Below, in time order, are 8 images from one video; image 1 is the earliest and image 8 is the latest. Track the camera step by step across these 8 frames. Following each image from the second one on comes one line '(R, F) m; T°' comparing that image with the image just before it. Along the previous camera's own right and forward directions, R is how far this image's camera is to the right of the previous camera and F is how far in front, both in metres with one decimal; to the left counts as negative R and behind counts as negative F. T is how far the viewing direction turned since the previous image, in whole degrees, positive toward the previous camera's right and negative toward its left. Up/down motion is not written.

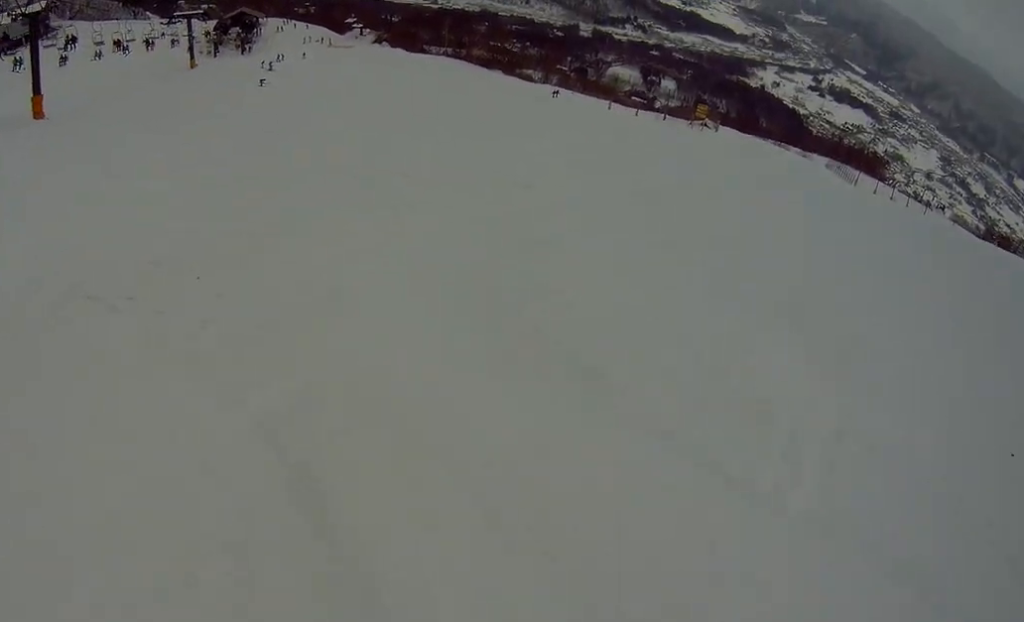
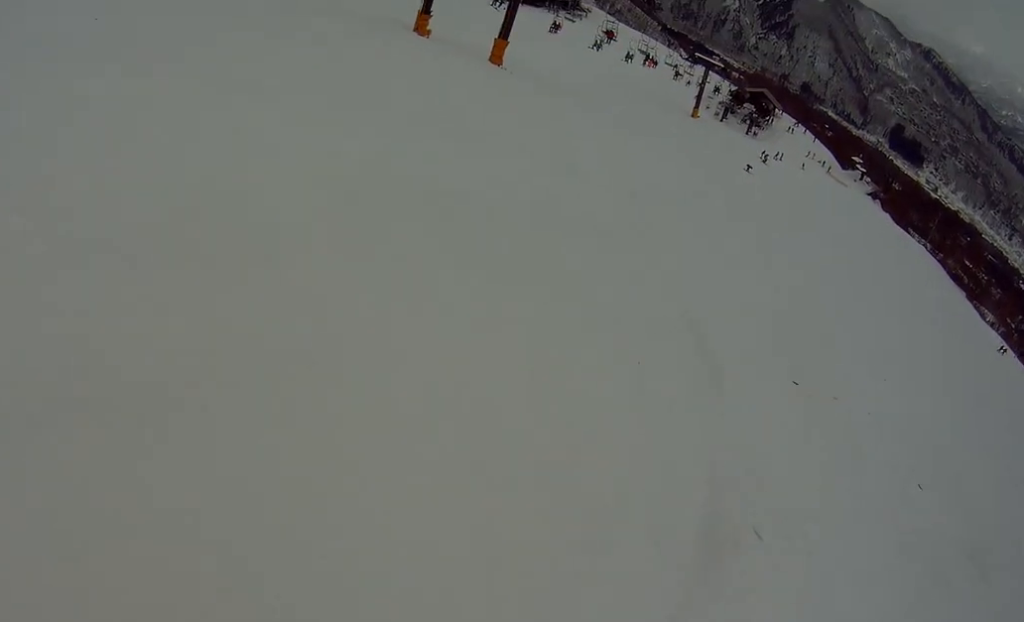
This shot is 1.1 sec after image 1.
(-0.6, +6.1) m; 0°
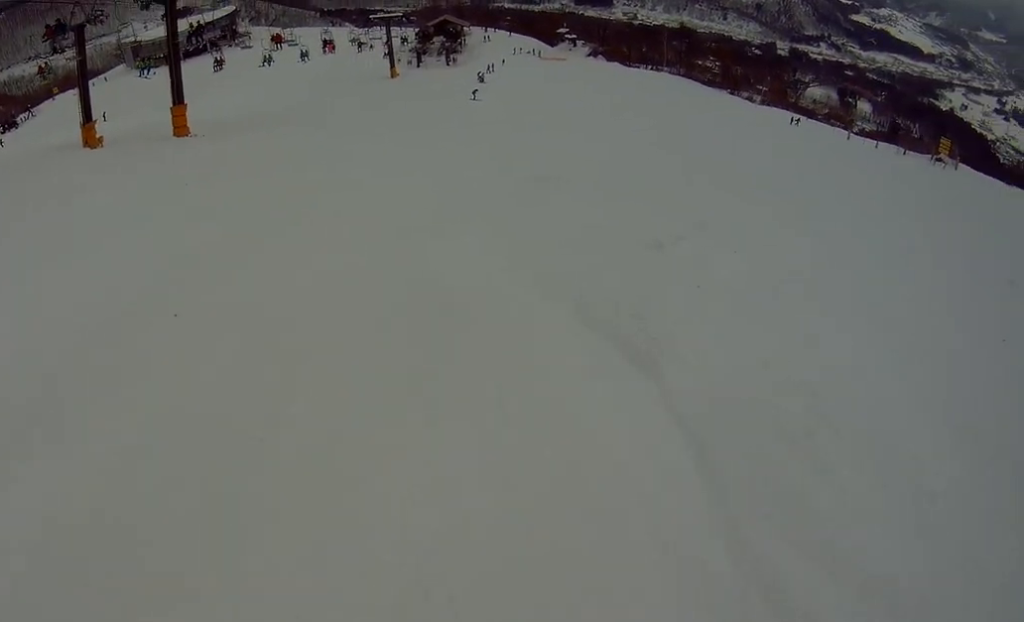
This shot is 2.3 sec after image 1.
(+0.7, +6.6) m; +16°
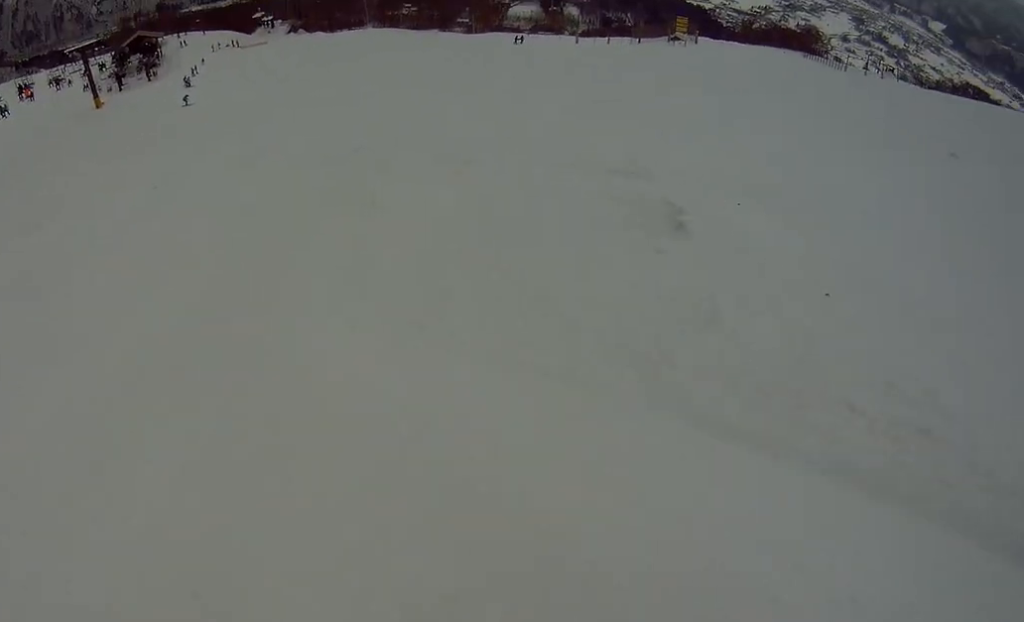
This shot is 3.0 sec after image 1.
(-0.2, +3.7) m; +12°
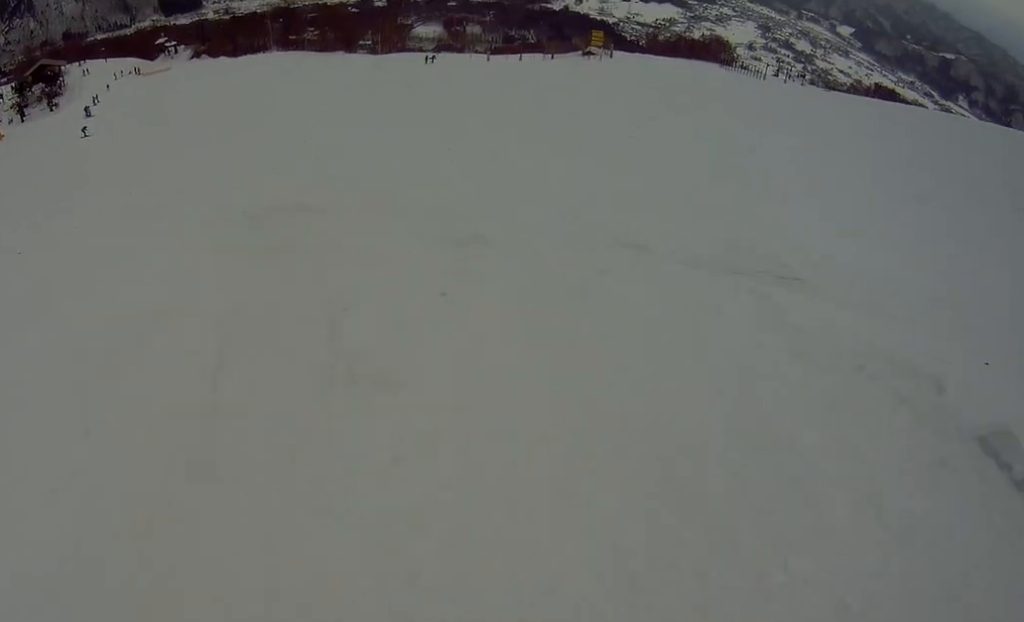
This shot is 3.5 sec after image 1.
(+1.2, +3.0) m; 0°
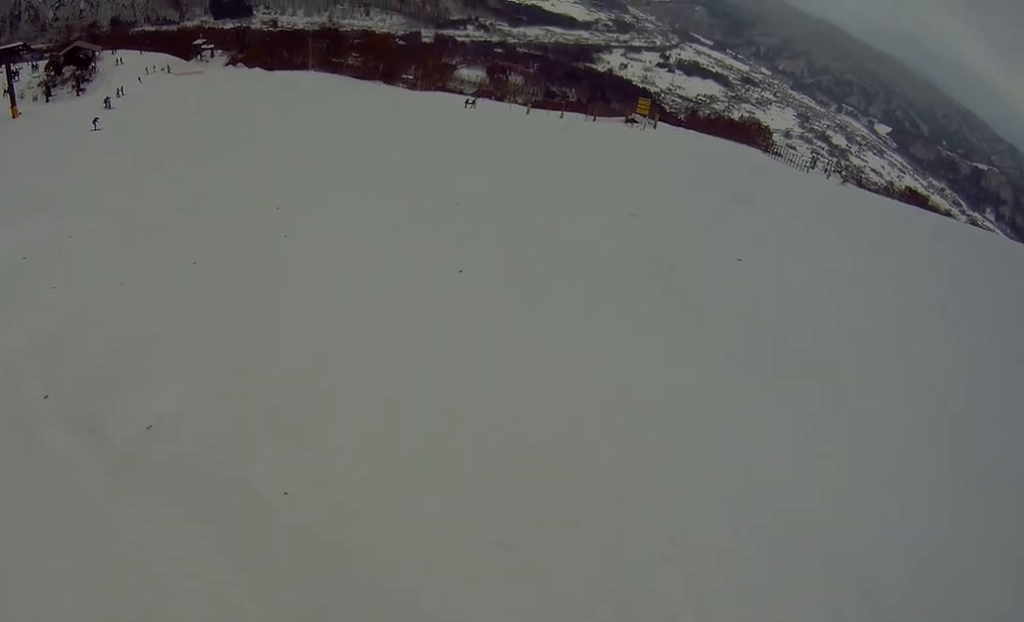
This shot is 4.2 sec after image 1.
(-0.1, +4.0) m; -5°
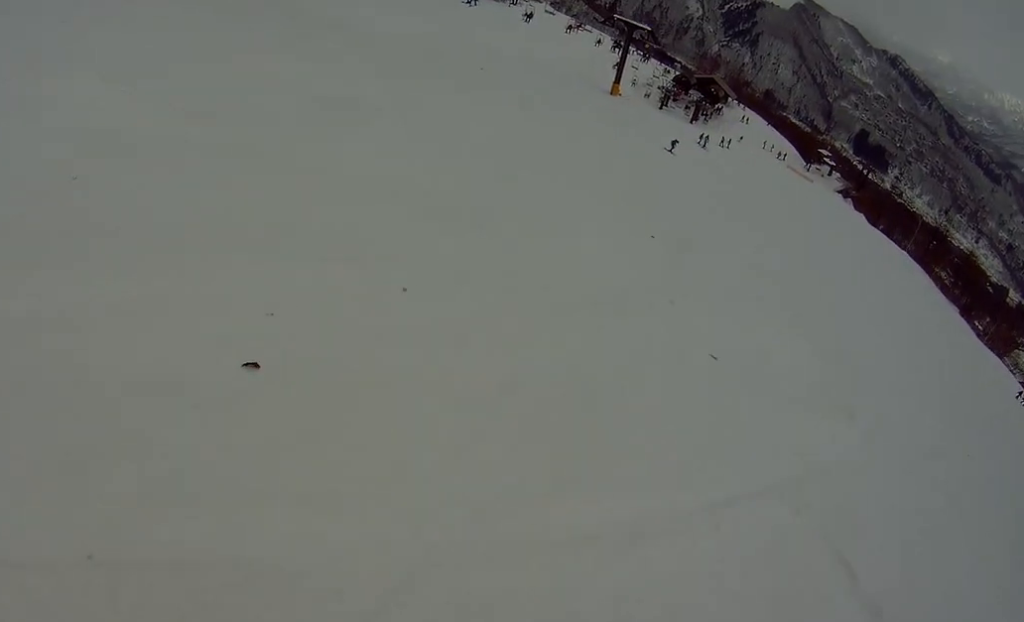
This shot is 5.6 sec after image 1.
(-1.1, +8.9) m; -7°
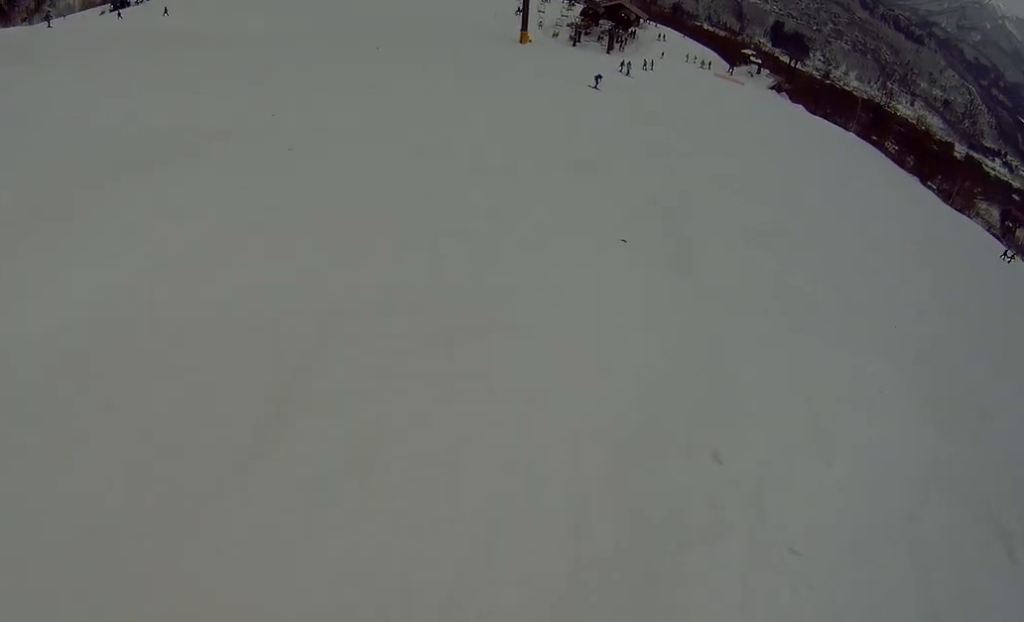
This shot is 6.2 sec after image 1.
(-0.1, +4.1) m; -3°
